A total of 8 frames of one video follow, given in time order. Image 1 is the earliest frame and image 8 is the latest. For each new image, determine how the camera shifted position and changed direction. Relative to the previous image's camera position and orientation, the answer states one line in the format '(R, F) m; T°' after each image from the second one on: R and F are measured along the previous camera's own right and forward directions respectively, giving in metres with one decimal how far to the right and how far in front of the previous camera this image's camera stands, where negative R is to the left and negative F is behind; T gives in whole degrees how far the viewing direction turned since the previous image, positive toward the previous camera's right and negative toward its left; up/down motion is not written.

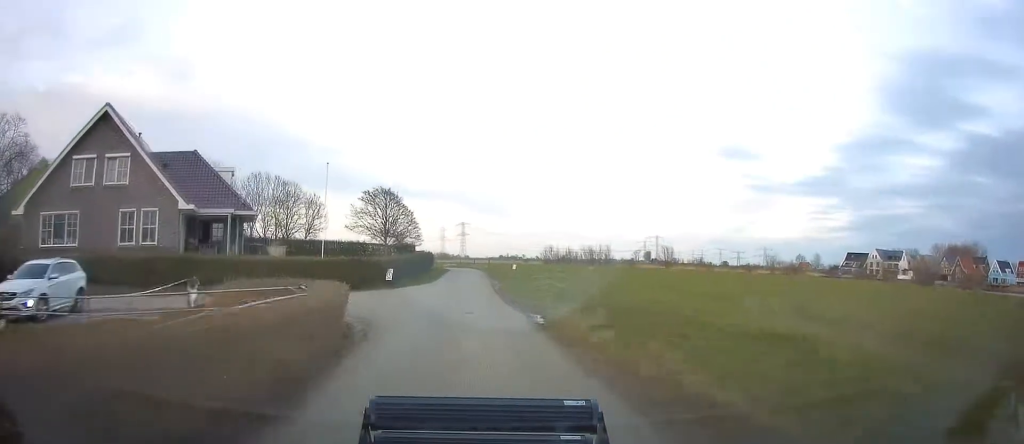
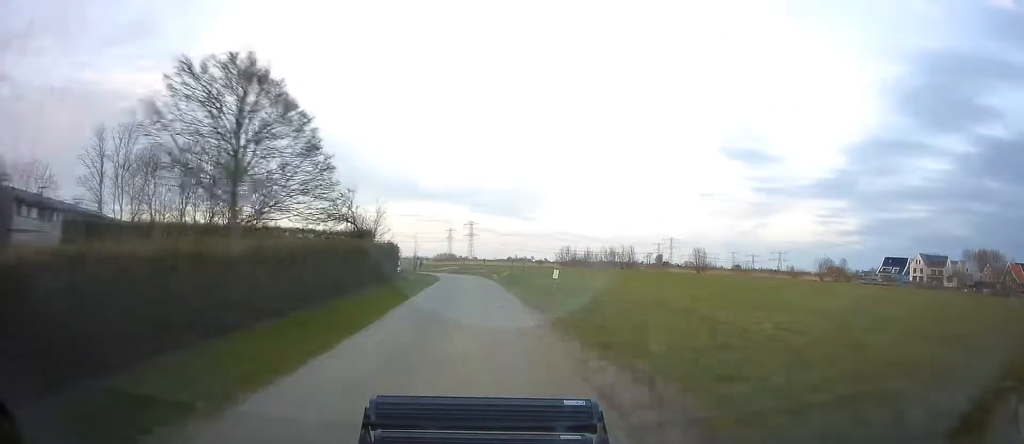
(-1.3, +26.4) m; -4°
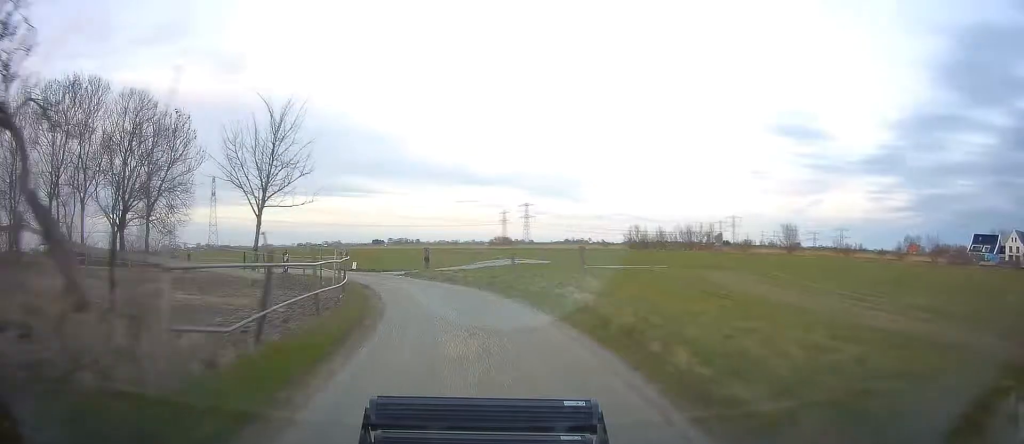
(-0.6, +31.9) m; -6°
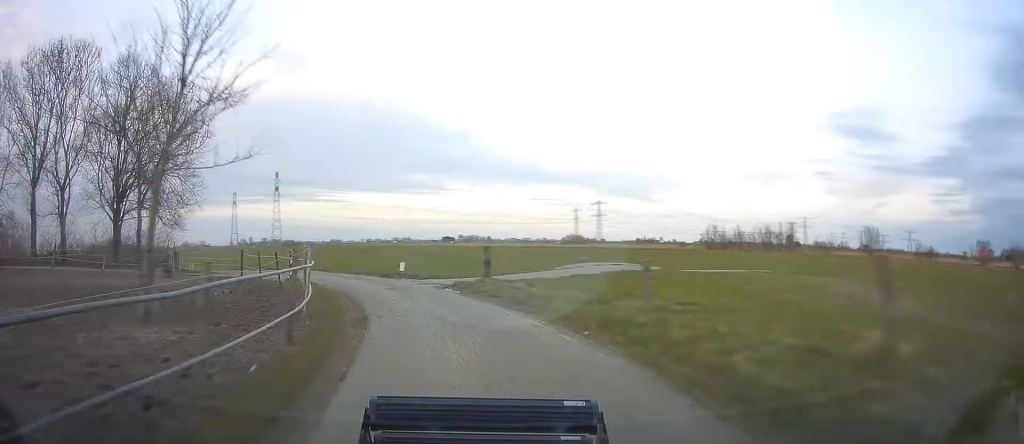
(-0.9, +9.7) m; -8°
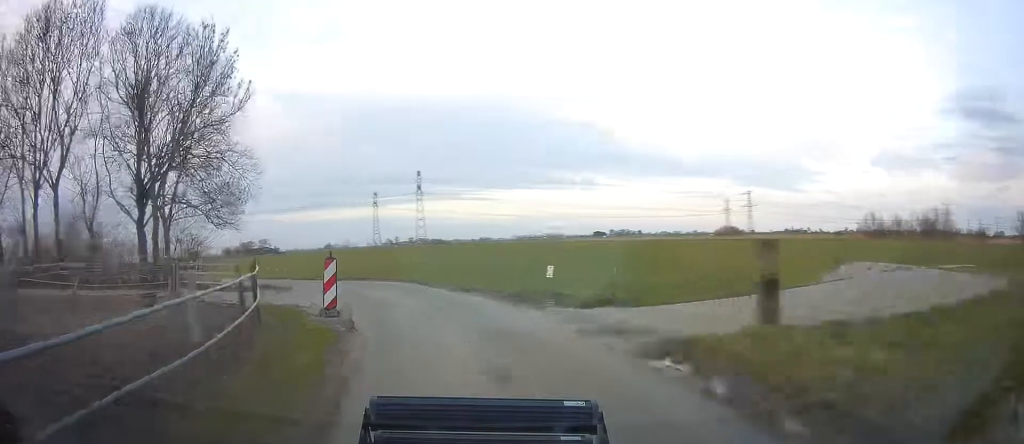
(-0.6, +11.8) m; -11°
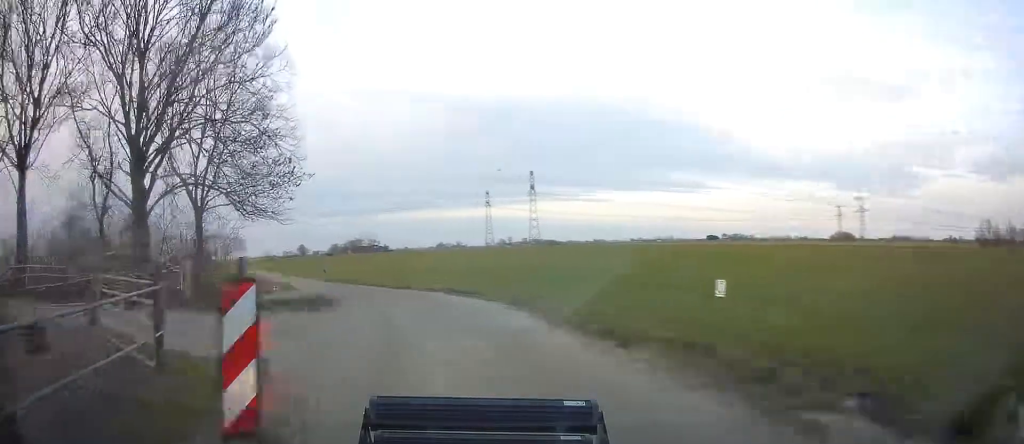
(-1.2, +9.2) m; -10°
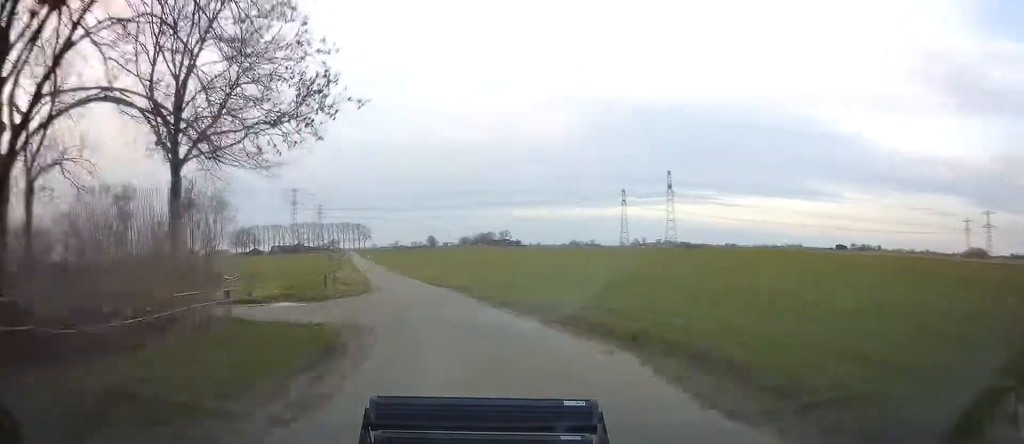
(-1.5, +12.5) m; -11°
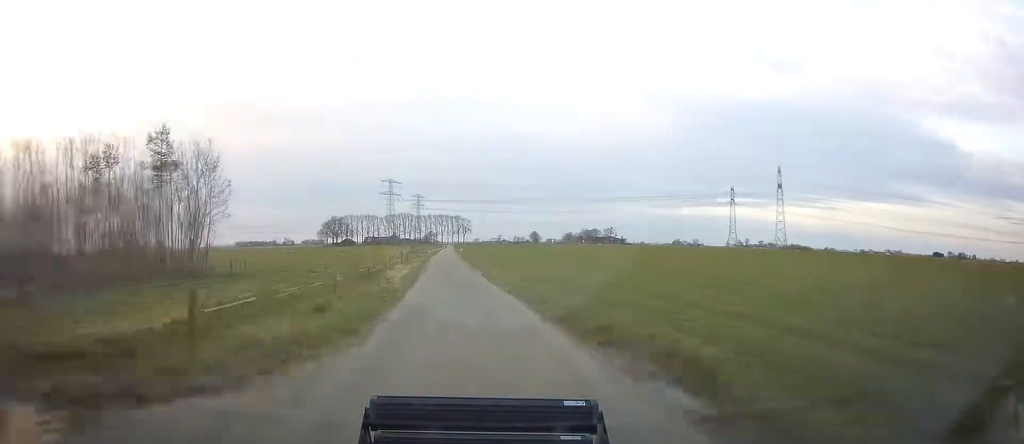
(-2.1, +18.2) m; -10°
